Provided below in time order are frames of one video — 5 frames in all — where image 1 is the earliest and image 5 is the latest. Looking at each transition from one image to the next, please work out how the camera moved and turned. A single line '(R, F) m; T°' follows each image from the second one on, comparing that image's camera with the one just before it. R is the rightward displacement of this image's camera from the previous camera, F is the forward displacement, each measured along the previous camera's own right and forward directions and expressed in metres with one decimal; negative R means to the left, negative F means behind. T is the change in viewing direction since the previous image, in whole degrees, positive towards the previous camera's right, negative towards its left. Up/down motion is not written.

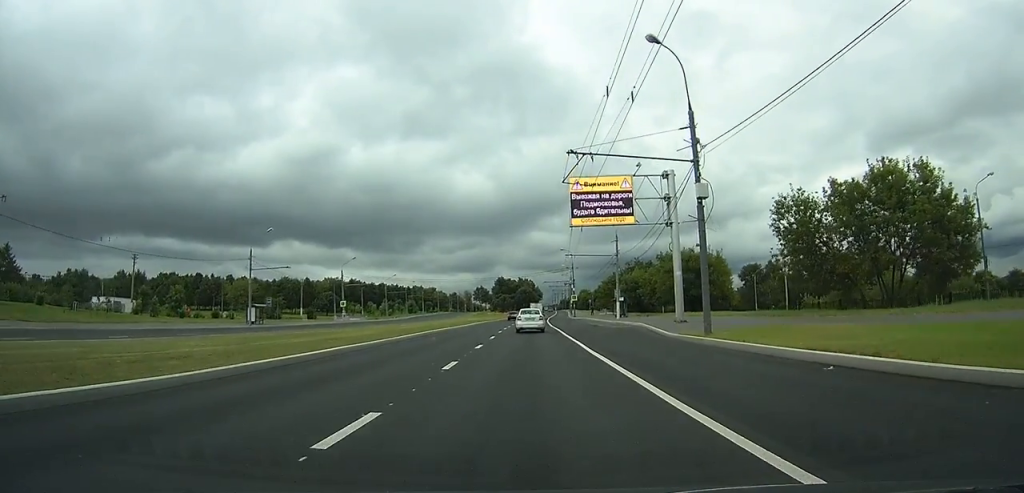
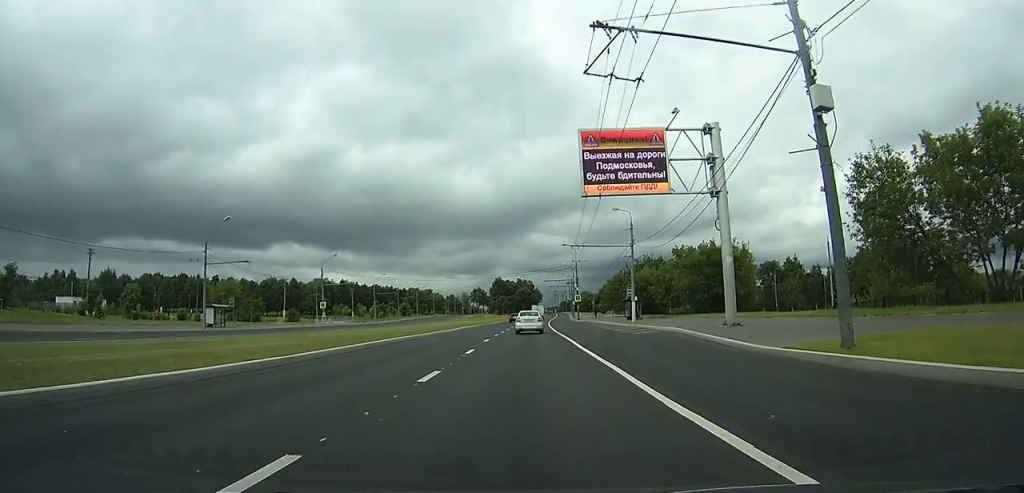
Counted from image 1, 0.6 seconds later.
(0.0, +10.3) m; 0°
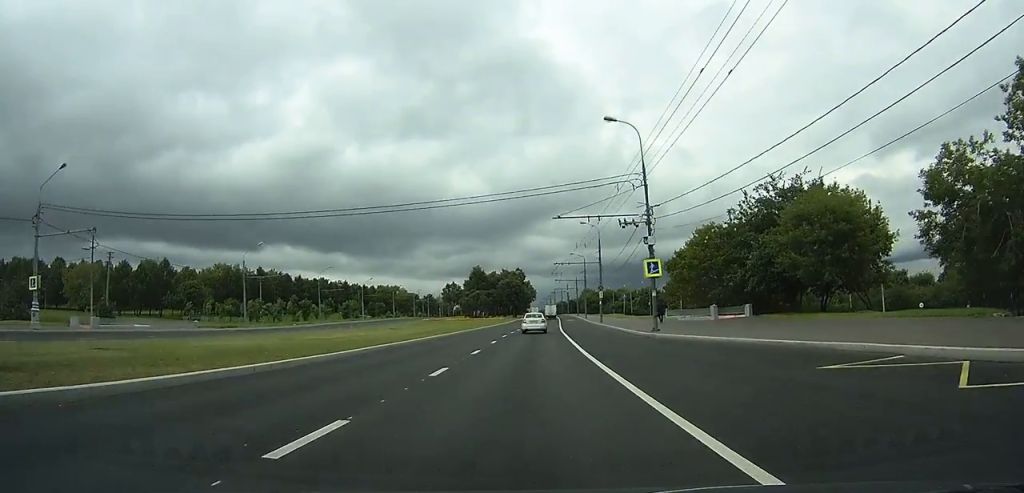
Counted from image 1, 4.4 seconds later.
(+0.1, +61.6) m; +1°
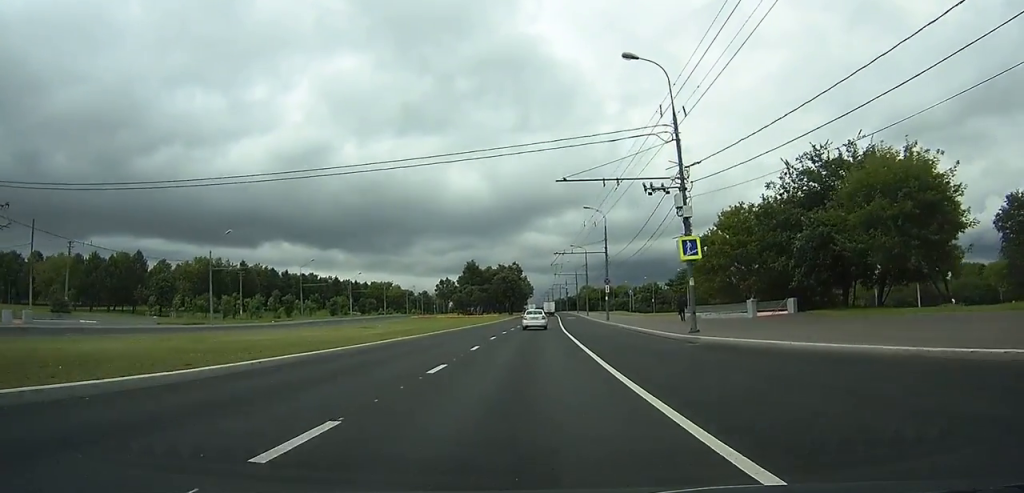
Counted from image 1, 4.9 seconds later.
(0.0, +8.2) m; 0°
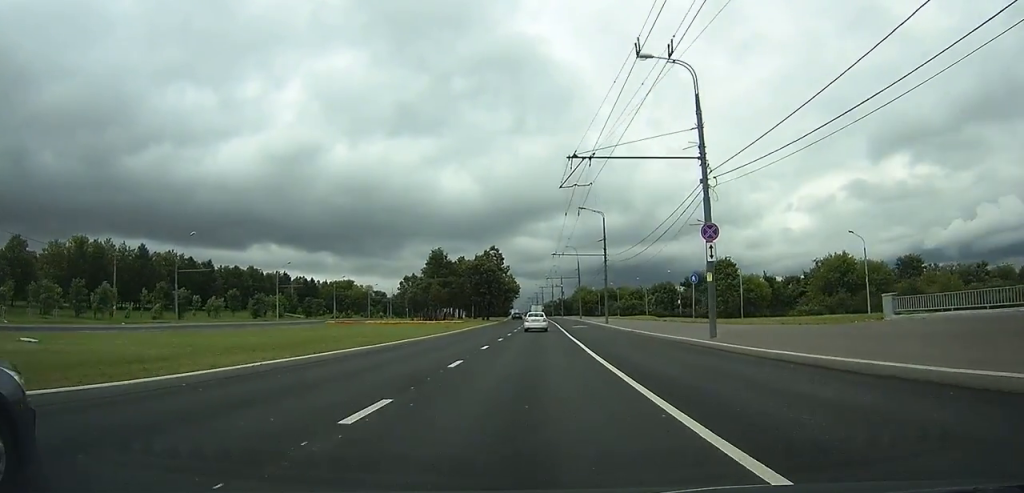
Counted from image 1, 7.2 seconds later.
(+0.4, +37.7) m; +1°
